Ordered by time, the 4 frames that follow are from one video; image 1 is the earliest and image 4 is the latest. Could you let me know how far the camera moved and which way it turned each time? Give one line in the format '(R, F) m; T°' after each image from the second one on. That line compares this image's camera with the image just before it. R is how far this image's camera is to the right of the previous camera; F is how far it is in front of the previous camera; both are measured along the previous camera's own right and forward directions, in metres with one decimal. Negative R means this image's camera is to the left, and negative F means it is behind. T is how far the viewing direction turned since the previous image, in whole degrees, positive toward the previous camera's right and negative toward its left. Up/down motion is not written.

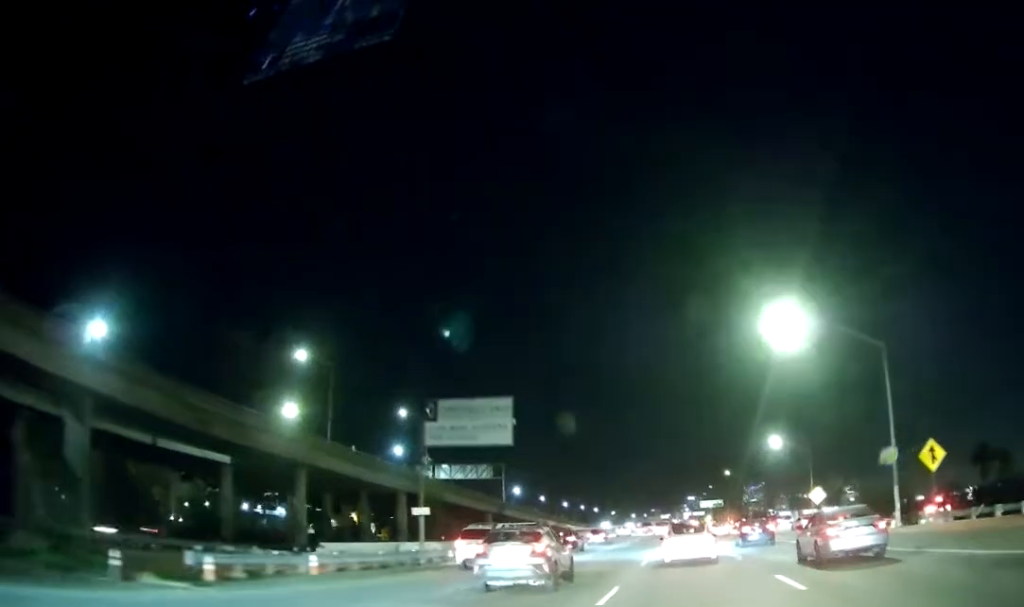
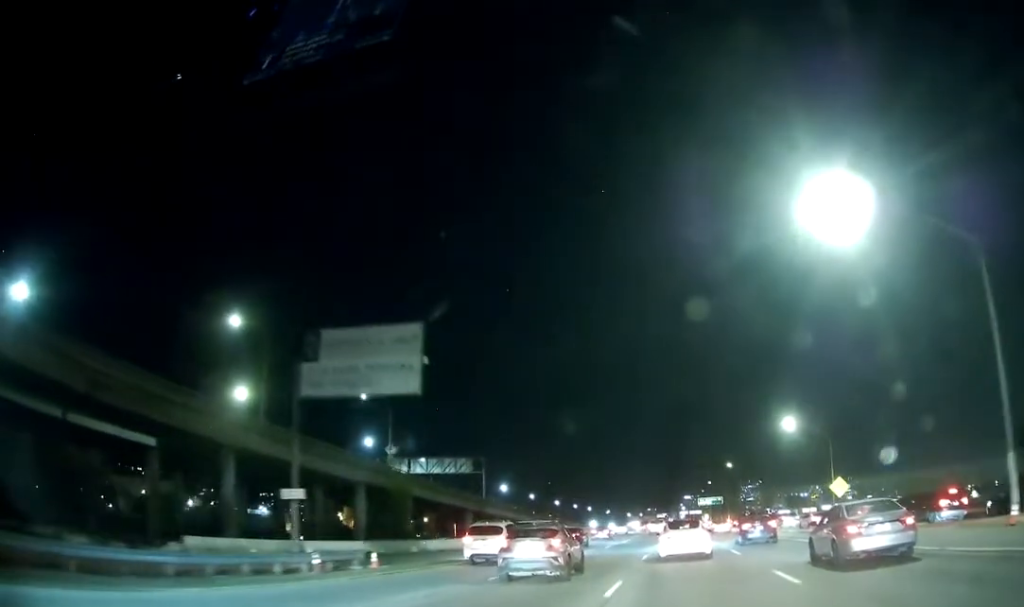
(+0.3, +13.2) m; +2°
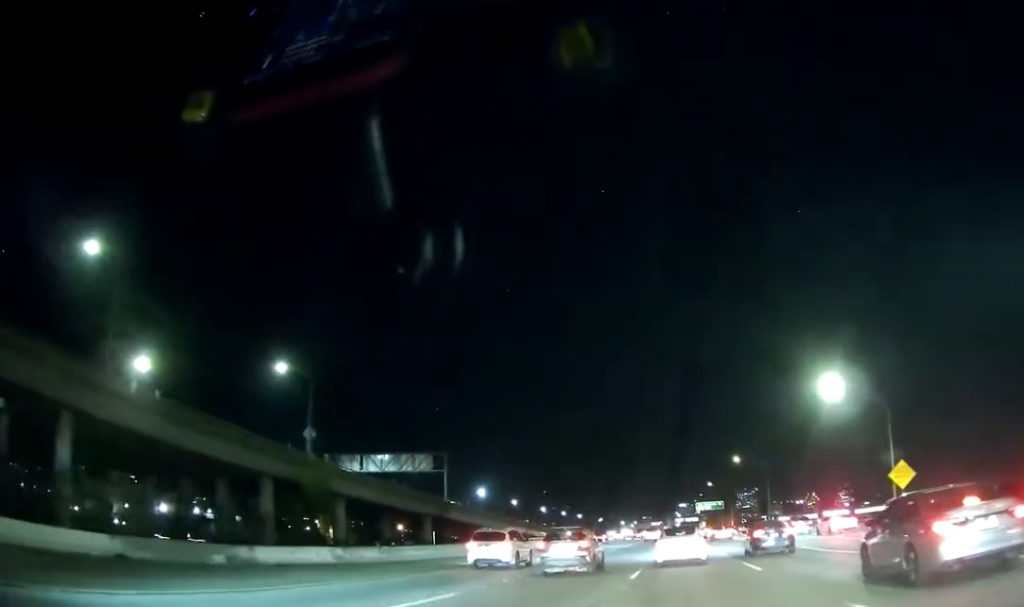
(+0.1, +22.6) m; 0°
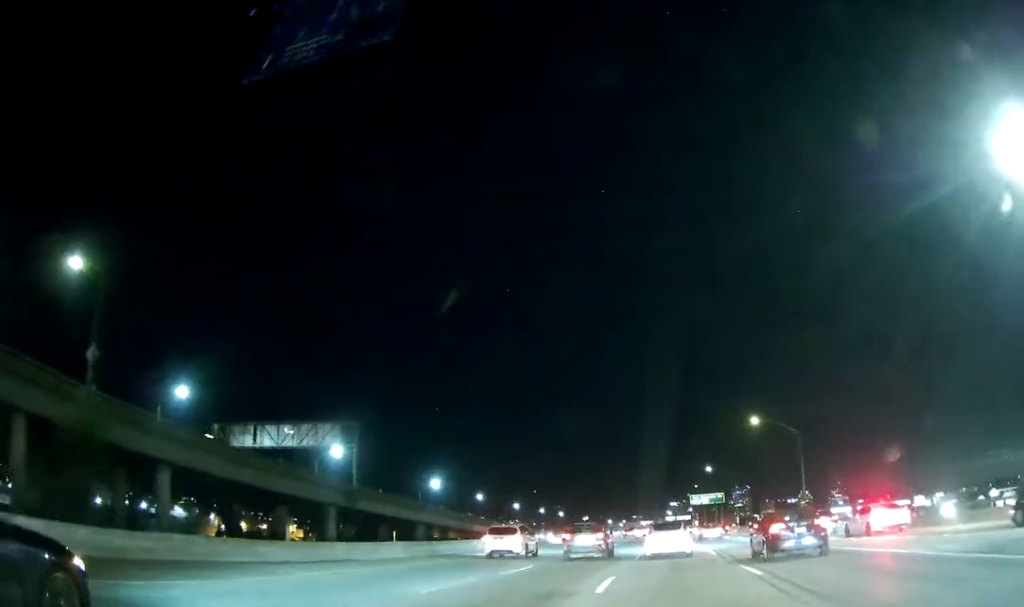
(-0.1, +34.8) m; 0°
